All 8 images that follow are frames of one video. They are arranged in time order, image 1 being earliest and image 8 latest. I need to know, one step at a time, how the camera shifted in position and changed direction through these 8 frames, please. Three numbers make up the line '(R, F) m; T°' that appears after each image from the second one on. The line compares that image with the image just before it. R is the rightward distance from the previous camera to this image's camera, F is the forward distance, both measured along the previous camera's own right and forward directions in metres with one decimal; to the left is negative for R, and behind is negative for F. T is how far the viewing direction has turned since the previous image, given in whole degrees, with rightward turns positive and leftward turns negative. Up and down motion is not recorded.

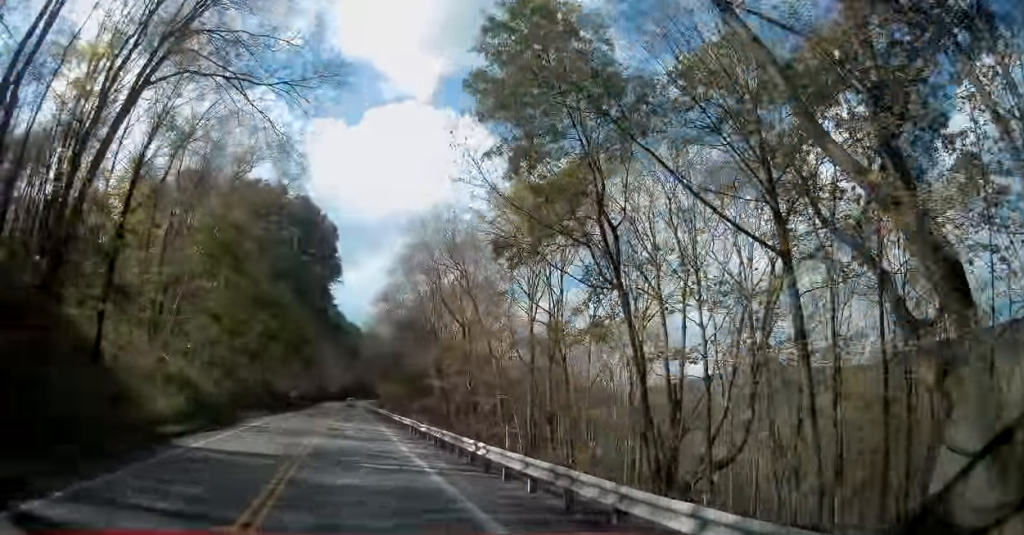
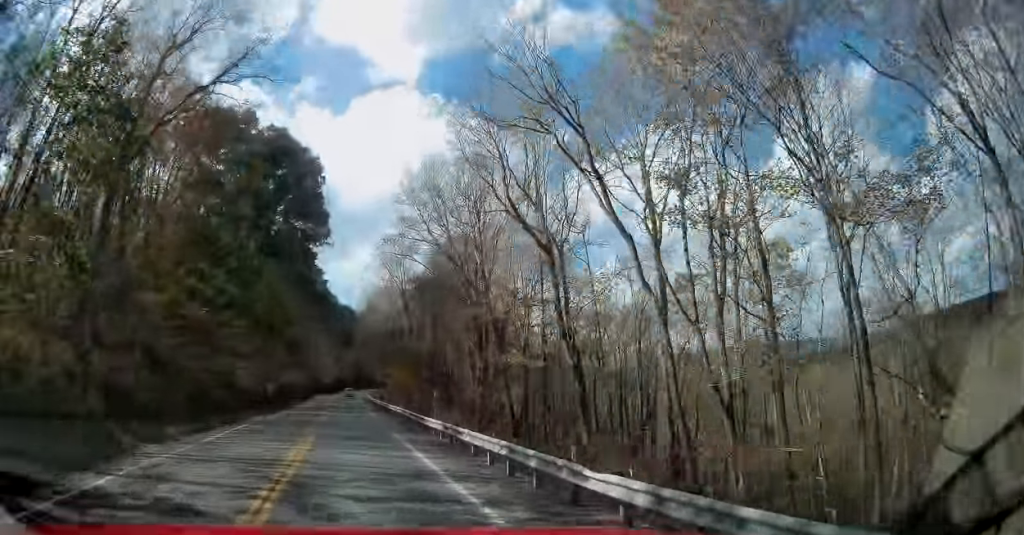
(+0.1, +19.1) m; +1°
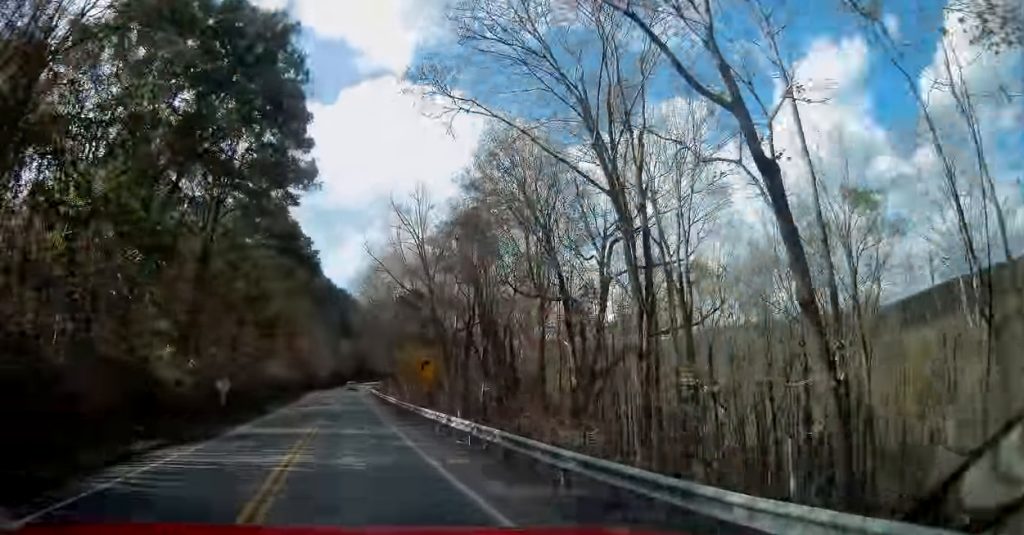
(+0.1, +20.3) m; 0°
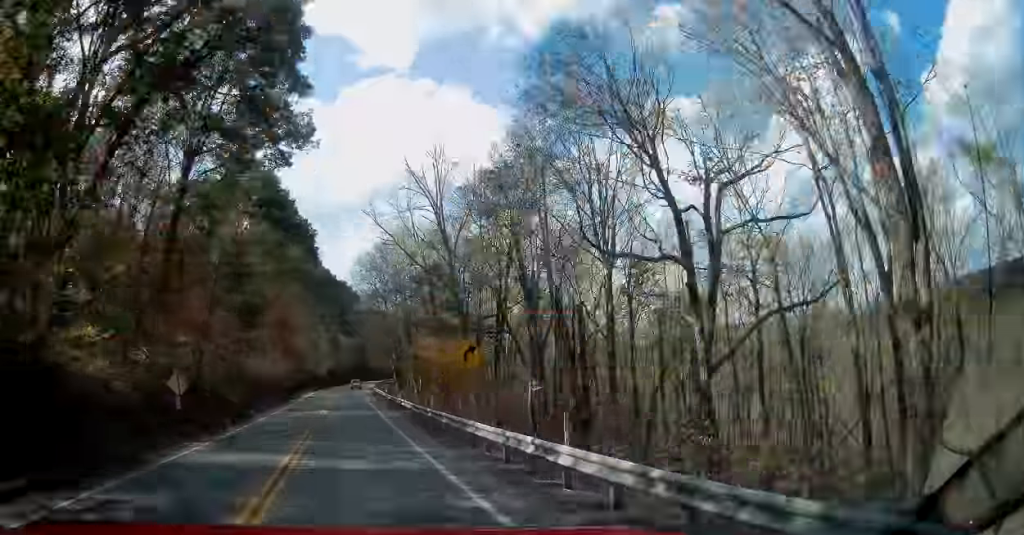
(-0.1, +9.5) m; 0°
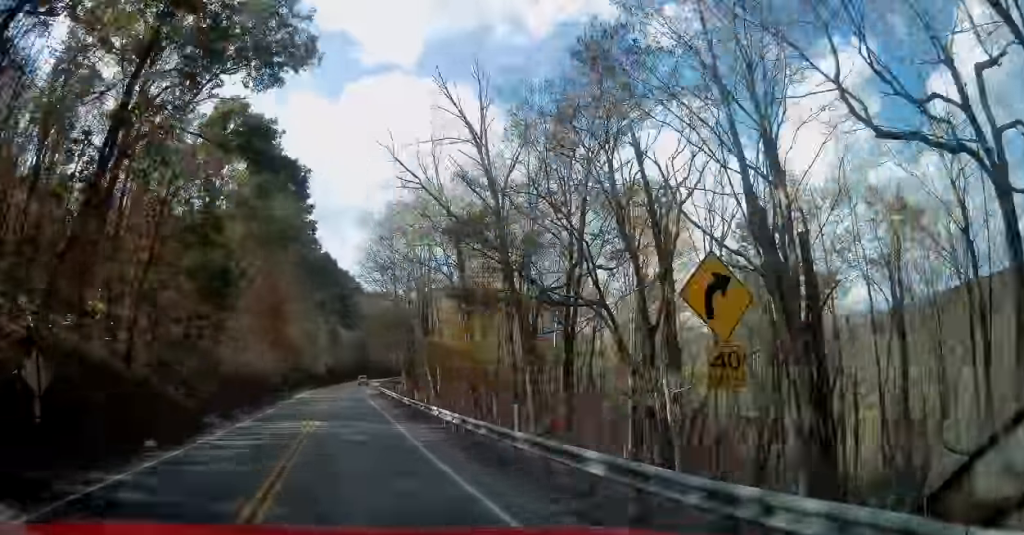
(-0.1, +12.2) m; 0°
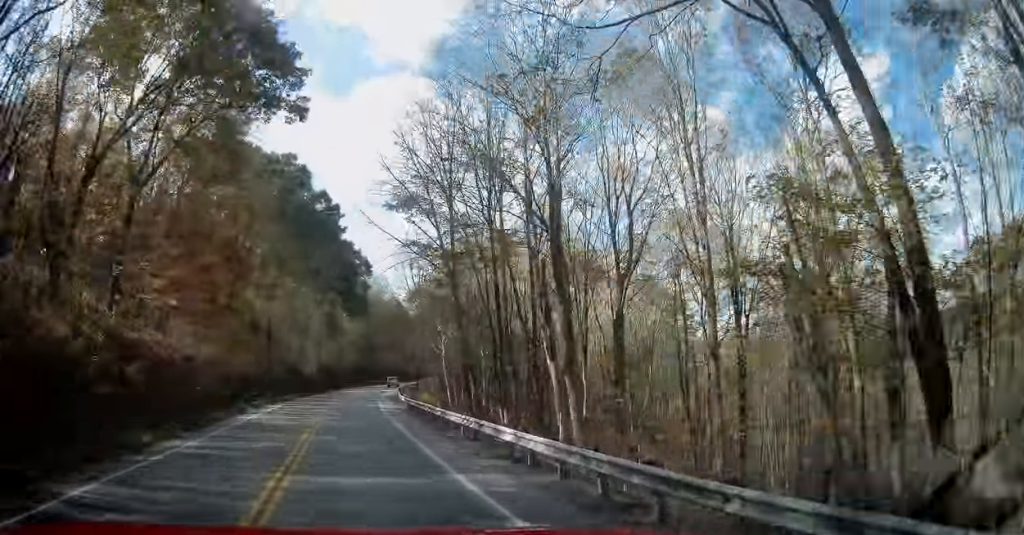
(0.0, +31.9) m; +1°
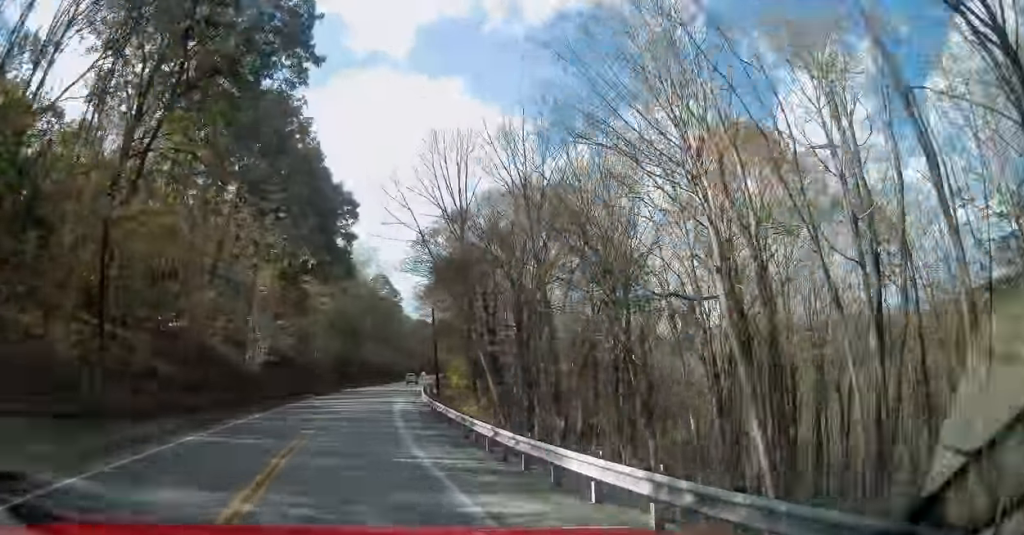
(+1.1, +35.9) m; +3°
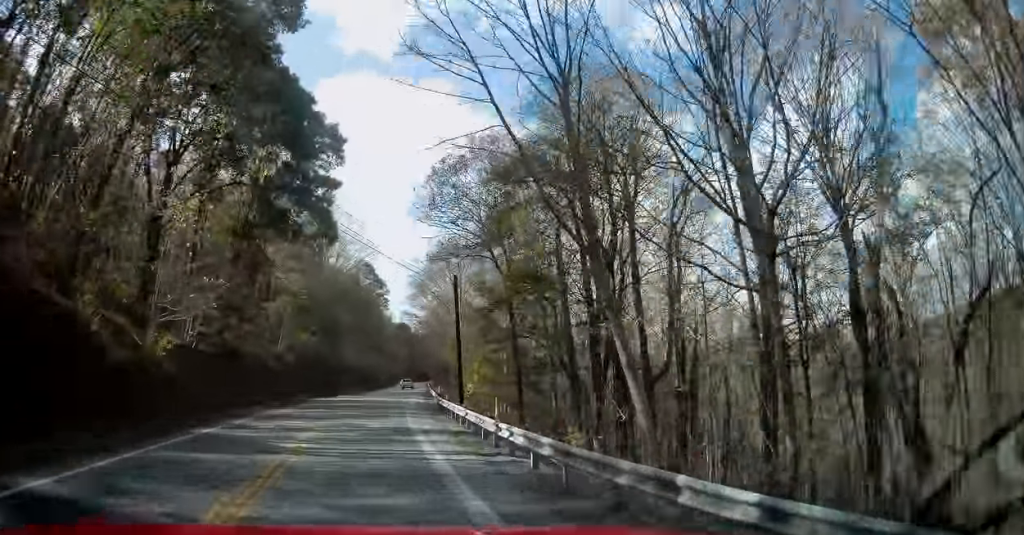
(+0.4, +19.5) m; +3°
